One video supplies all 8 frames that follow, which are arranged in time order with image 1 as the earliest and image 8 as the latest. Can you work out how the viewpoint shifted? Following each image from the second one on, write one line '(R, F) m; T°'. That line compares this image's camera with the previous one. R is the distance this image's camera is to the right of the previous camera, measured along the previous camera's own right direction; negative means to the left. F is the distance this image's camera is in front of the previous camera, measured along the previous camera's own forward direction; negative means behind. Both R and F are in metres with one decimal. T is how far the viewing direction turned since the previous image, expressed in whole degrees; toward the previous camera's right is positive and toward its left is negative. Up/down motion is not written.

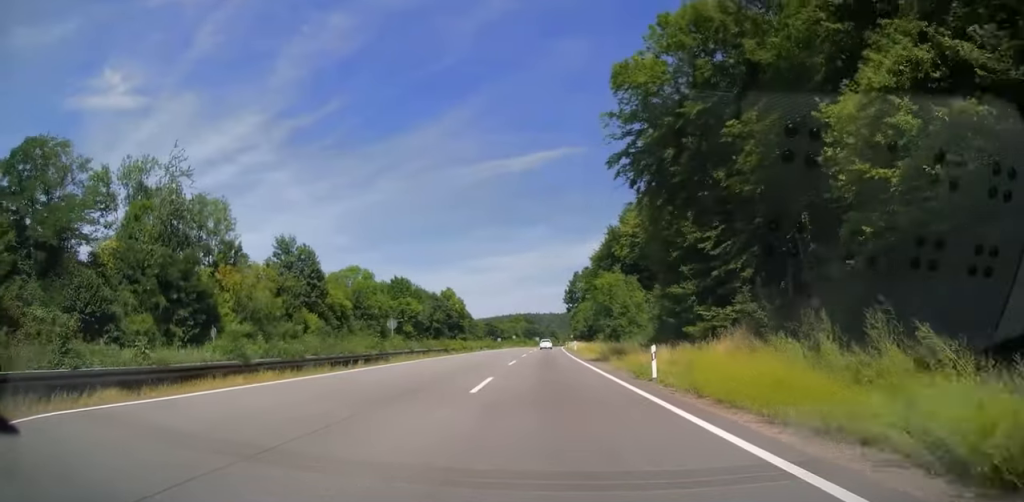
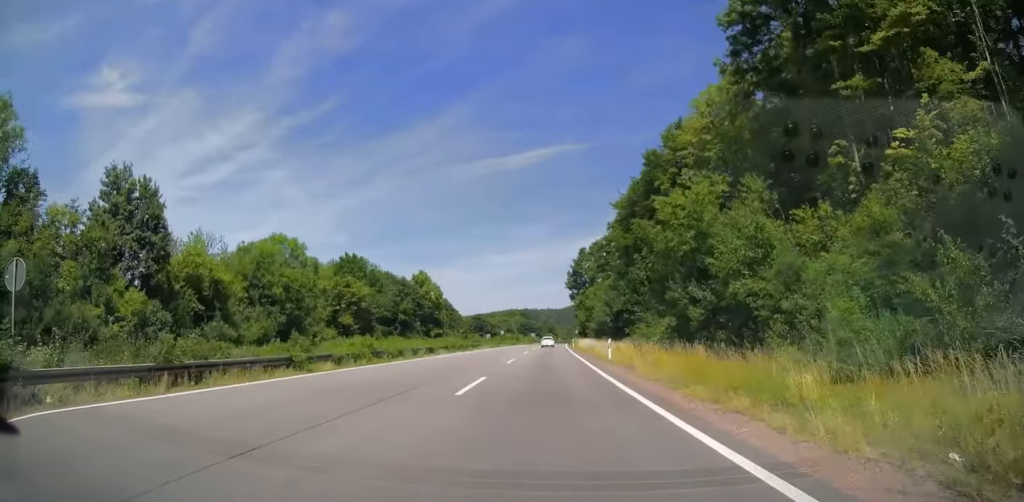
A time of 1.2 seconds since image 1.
(0.0, +36.8) m; 0°
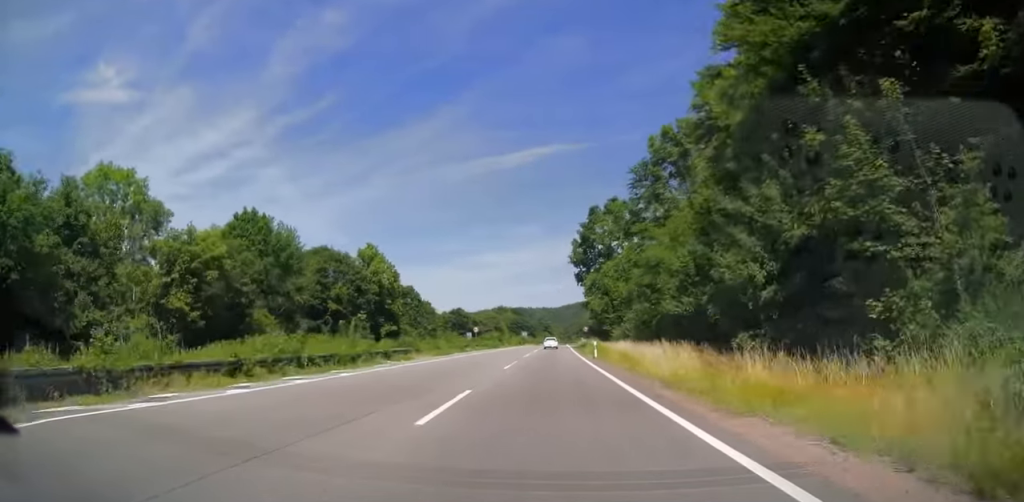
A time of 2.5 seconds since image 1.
(+0.2, +40.5) m; 0°
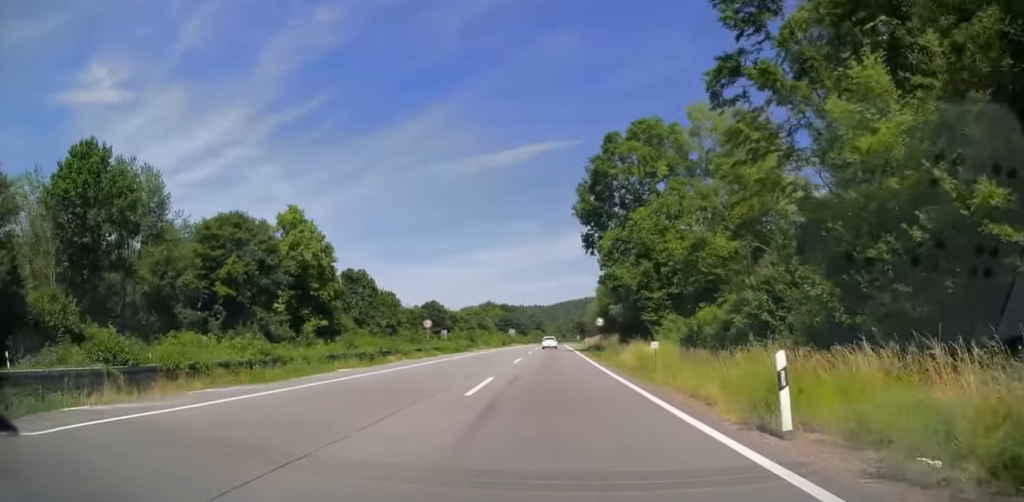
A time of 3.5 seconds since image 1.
(+0.1, +31.3) m; 0°
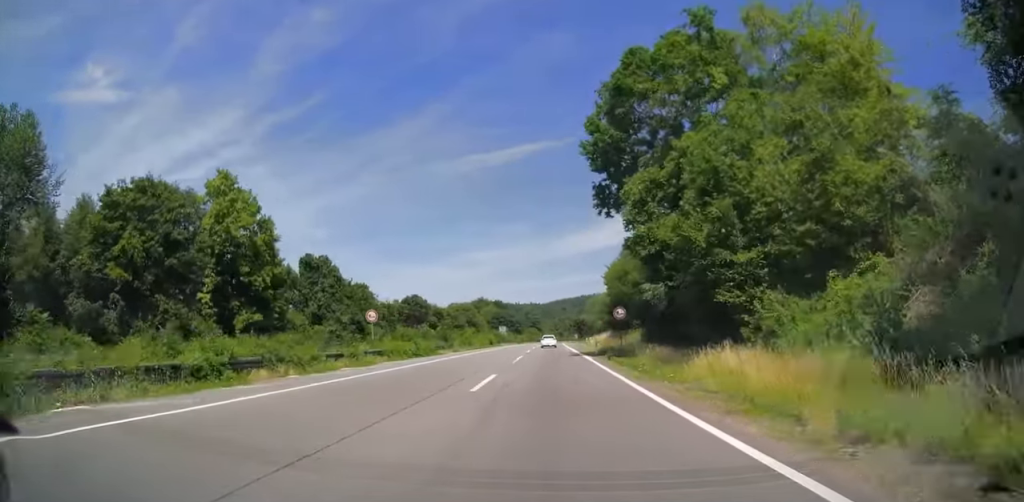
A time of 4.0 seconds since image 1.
(+0.1, +17.3) m; 0°
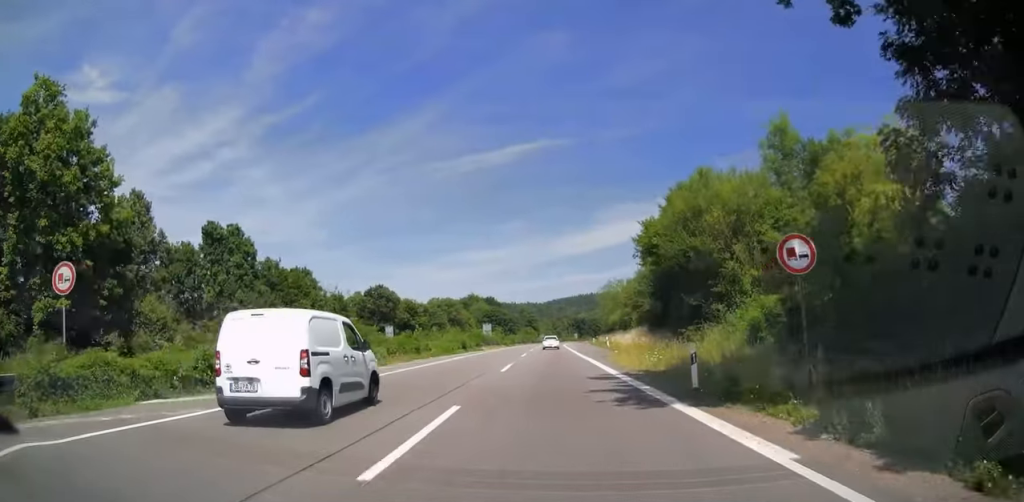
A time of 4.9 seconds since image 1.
(+0.1, +27.3) m; +1°
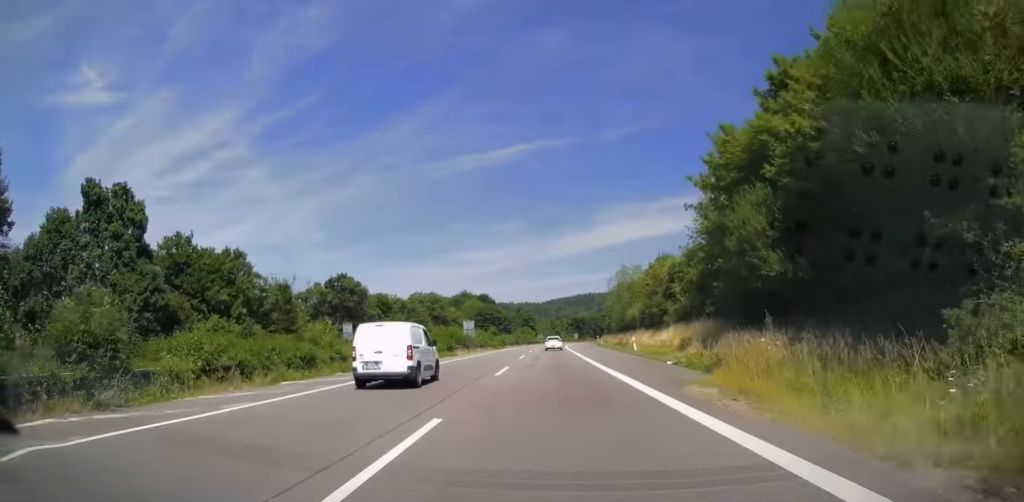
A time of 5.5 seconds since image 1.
(+0.1, +20.0) m; 0°
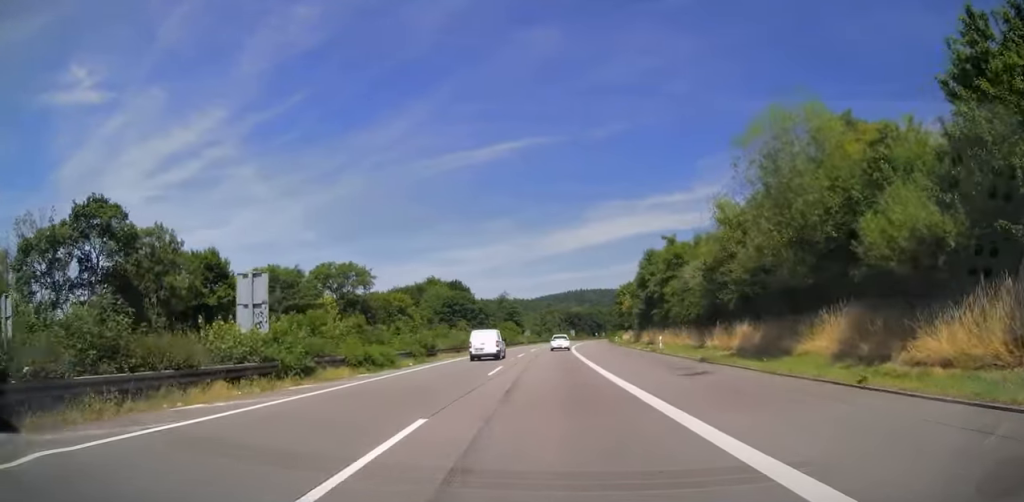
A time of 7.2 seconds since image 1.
(+0.4, +53.9) m; +1°
